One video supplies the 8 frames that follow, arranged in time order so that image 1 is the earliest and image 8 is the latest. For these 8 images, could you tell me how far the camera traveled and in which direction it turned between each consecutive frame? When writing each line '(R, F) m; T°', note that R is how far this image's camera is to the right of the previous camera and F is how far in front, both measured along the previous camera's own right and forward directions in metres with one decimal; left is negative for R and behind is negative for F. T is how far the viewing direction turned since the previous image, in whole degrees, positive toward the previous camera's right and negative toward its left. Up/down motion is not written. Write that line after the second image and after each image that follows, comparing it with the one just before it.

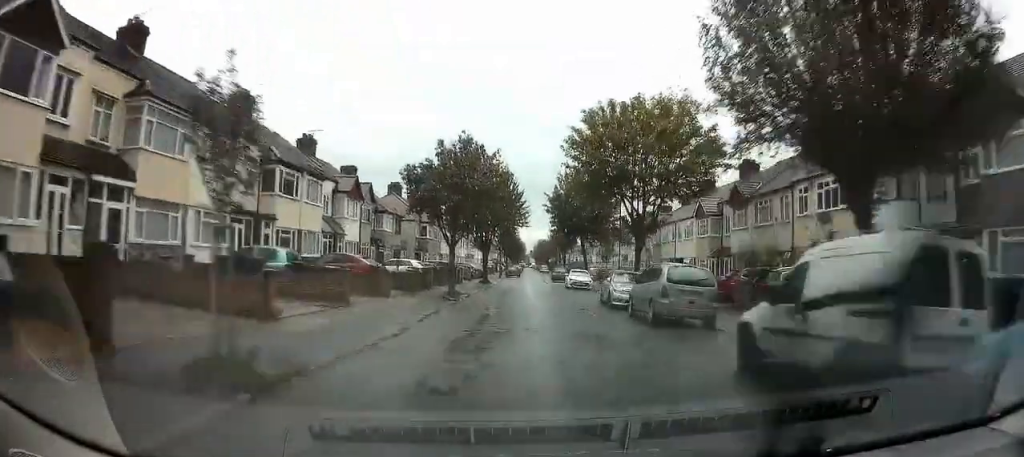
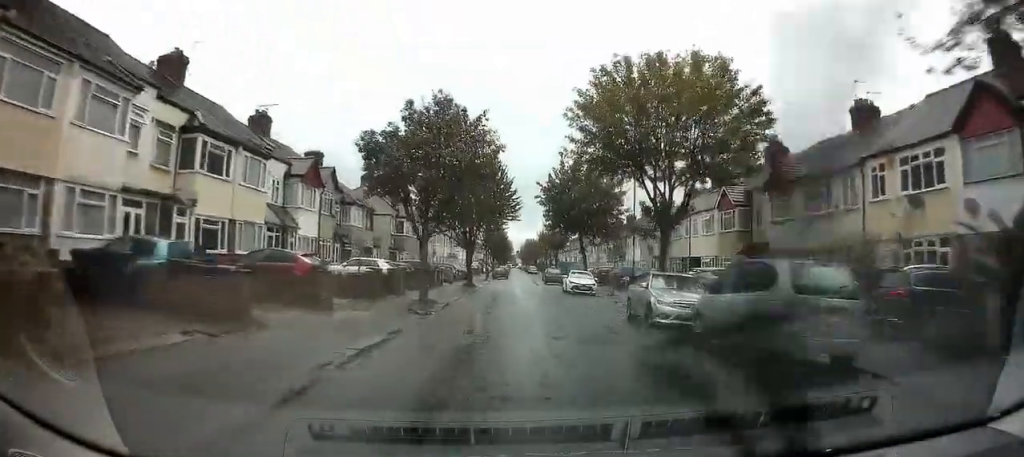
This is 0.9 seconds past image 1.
(0.0, +6.9) m; +3°
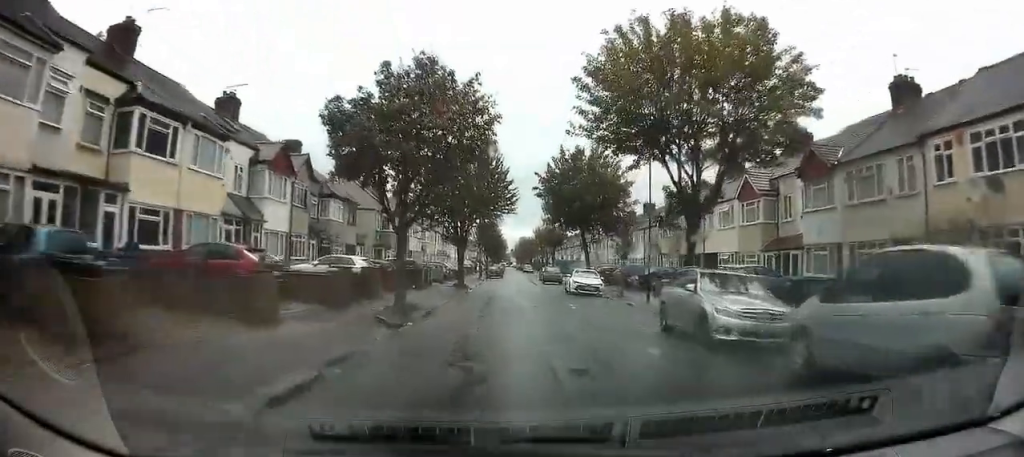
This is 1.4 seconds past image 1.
(+0.2, +4.1) m; +3°
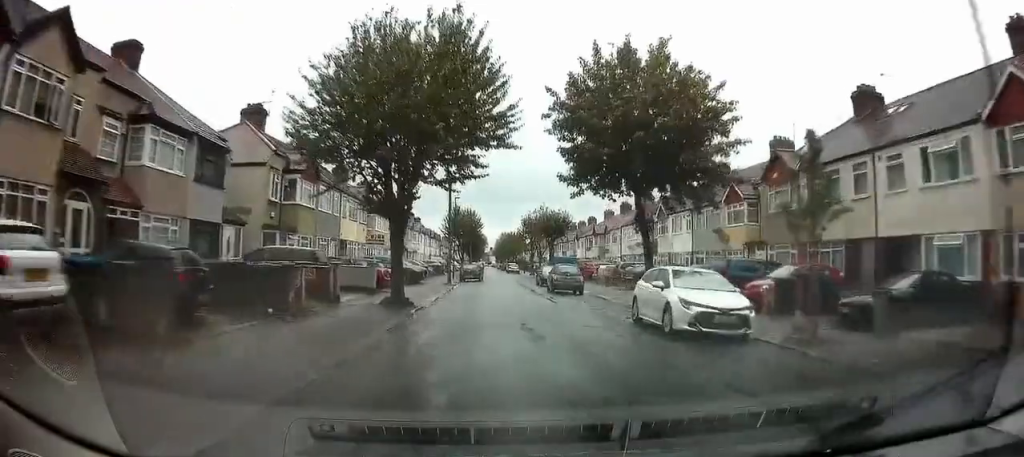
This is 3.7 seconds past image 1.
(+0.4, +19.5) m; +2°
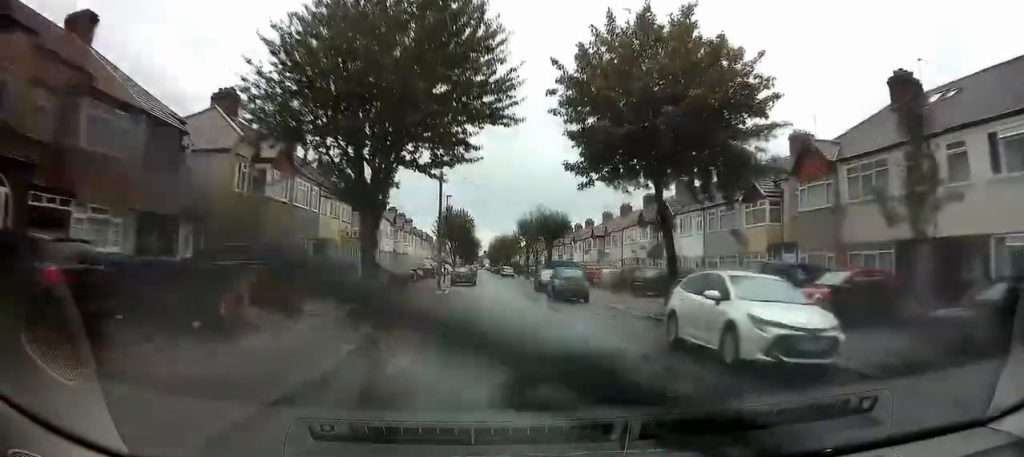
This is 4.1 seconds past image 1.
(0.0, +3.3) m; +1°
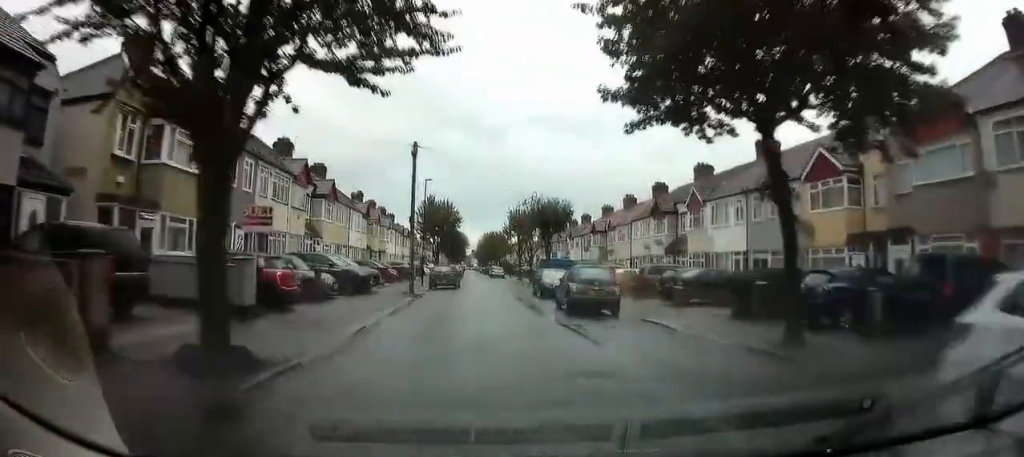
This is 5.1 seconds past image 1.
(+0.2, +8.2) m; +1°
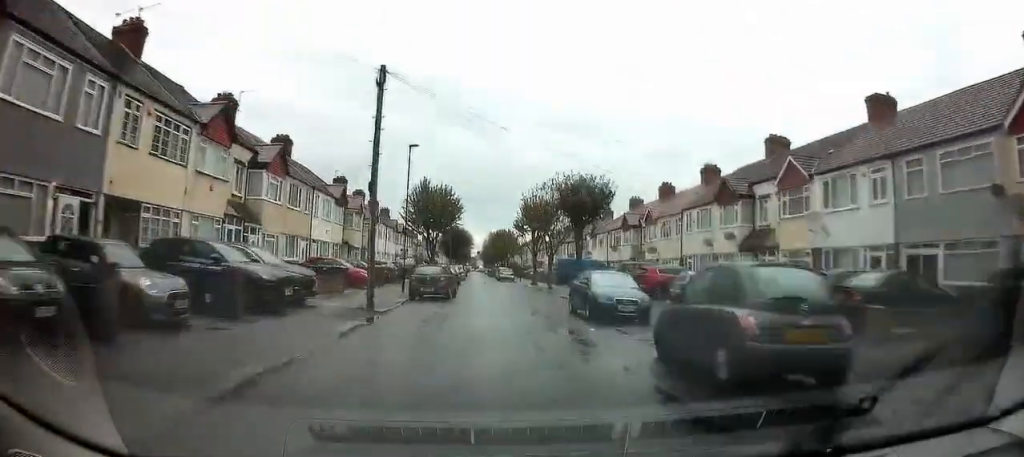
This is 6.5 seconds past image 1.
(-0.2, +11.6) m; -3°
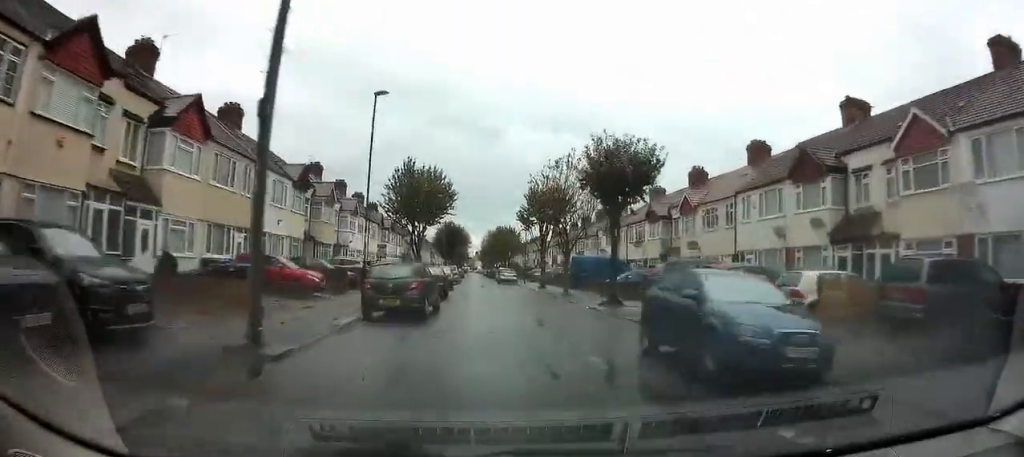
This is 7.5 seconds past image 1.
(-0.1, +8.8) m; +2°
